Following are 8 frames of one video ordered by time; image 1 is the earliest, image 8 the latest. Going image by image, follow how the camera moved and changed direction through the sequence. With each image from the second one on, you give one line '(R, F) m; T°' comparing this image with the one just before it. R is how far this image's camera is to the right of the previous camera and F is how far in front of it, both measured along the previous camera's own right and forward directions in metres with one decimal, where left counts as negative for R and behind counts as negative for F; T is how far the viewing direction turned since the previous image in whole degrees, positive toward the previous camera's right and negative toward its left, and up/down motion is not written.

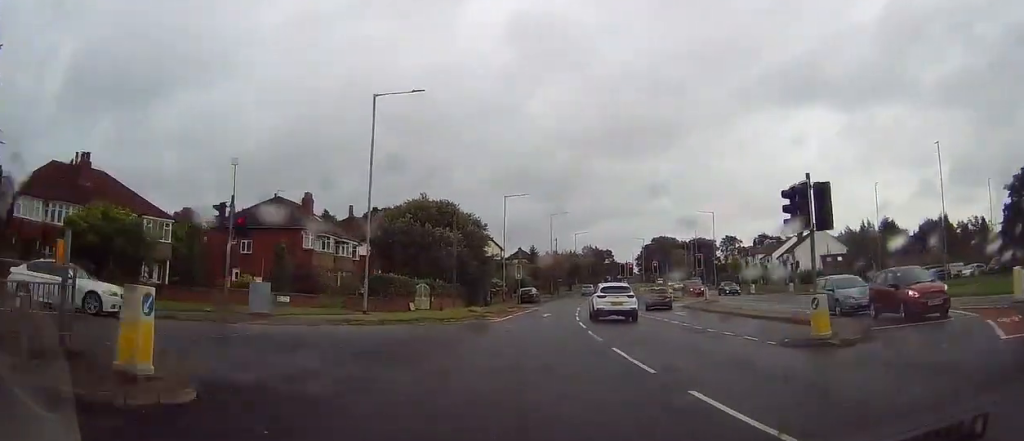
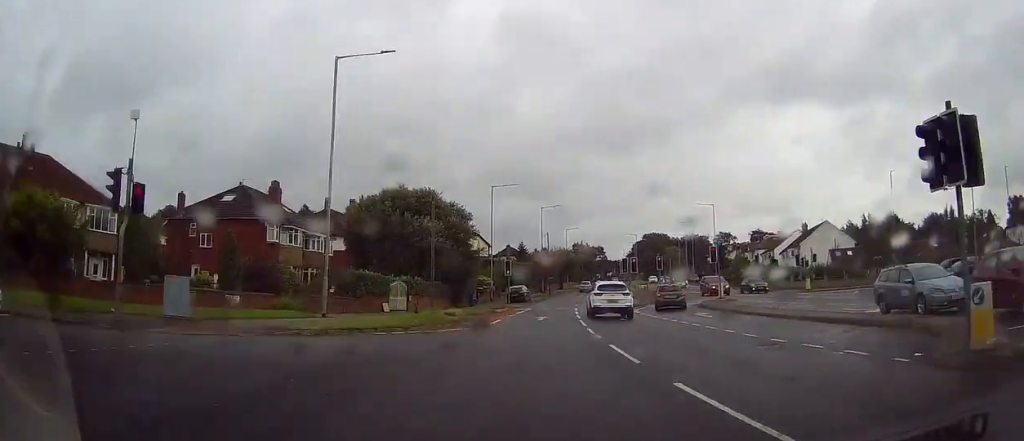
(0.0, +6.1) m; +1°
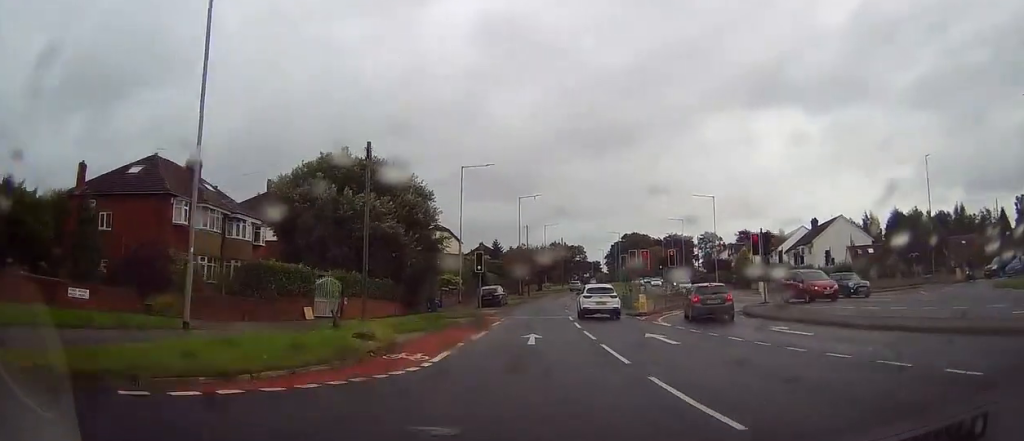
(+0.4, +11.7) m; +2°
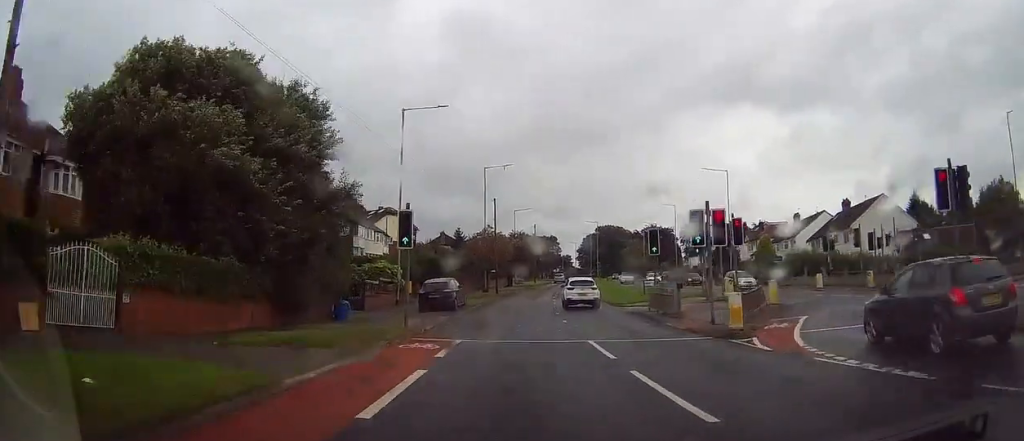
(+0.3, +17.9) m; +4°
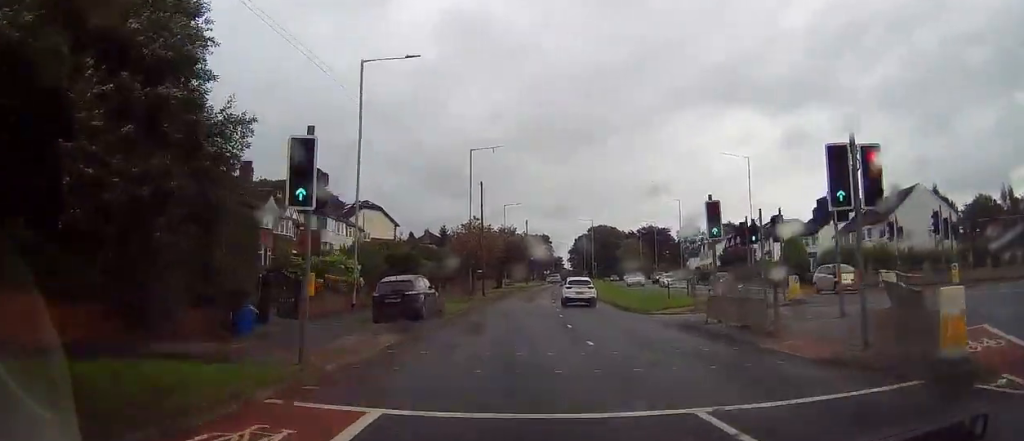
(+0.6, +9.7) m; +1°
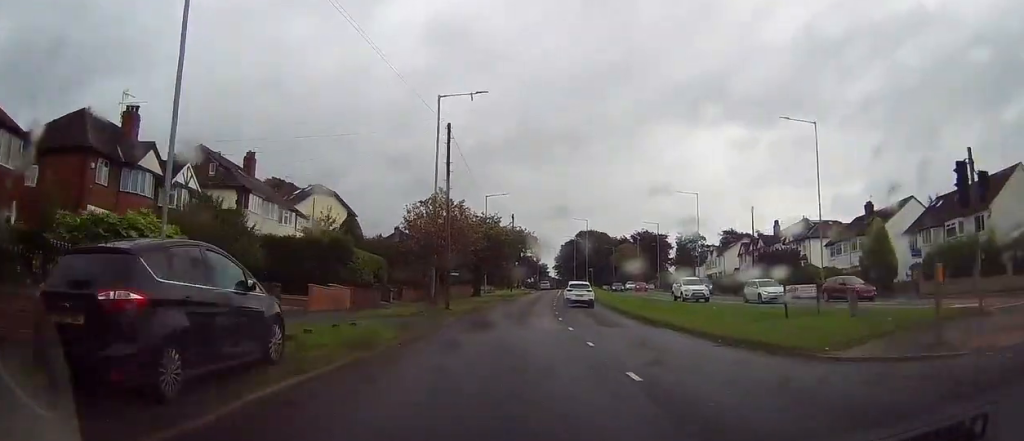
(-0.2, +17.4) m; +1°
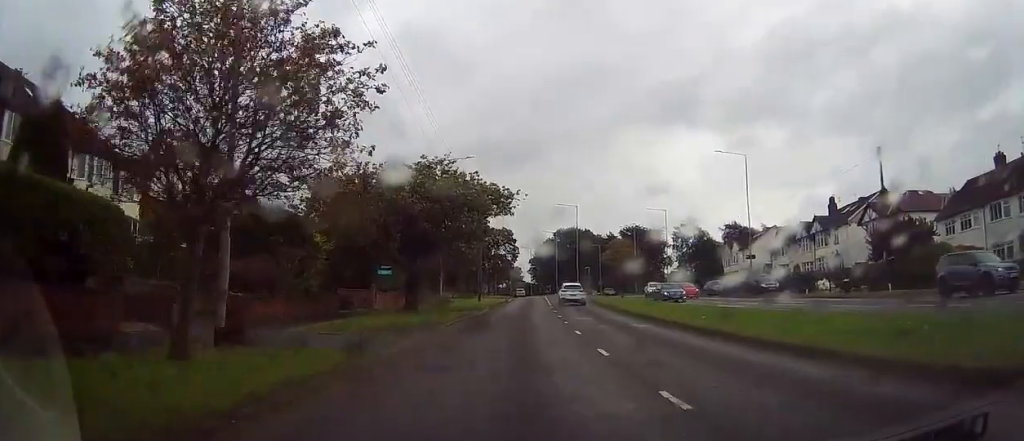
(+1.2, +26.4) m; +3°
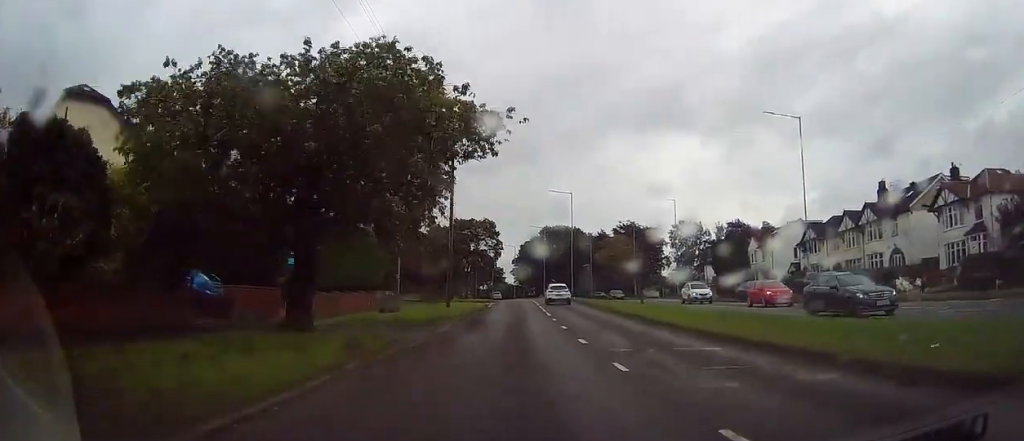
(0.0, +14.5) m; 0°
